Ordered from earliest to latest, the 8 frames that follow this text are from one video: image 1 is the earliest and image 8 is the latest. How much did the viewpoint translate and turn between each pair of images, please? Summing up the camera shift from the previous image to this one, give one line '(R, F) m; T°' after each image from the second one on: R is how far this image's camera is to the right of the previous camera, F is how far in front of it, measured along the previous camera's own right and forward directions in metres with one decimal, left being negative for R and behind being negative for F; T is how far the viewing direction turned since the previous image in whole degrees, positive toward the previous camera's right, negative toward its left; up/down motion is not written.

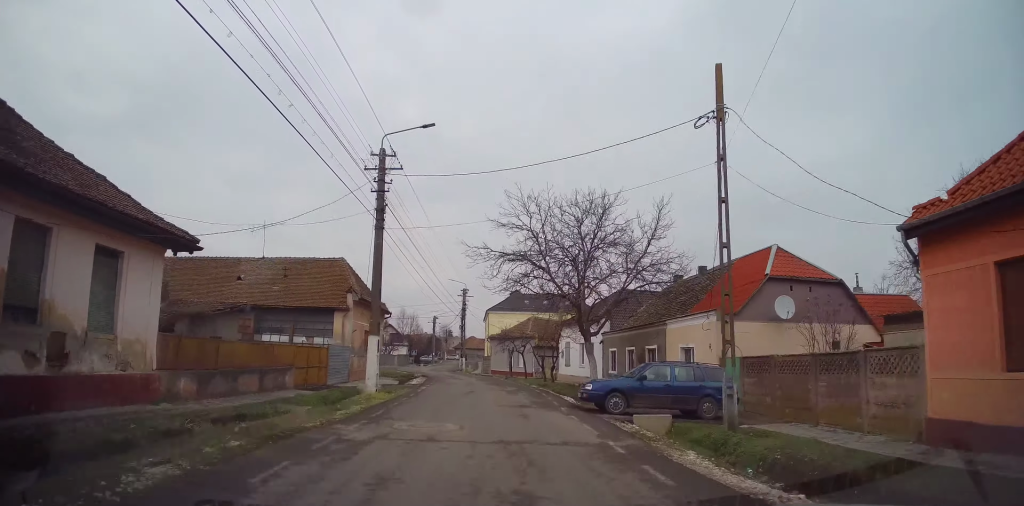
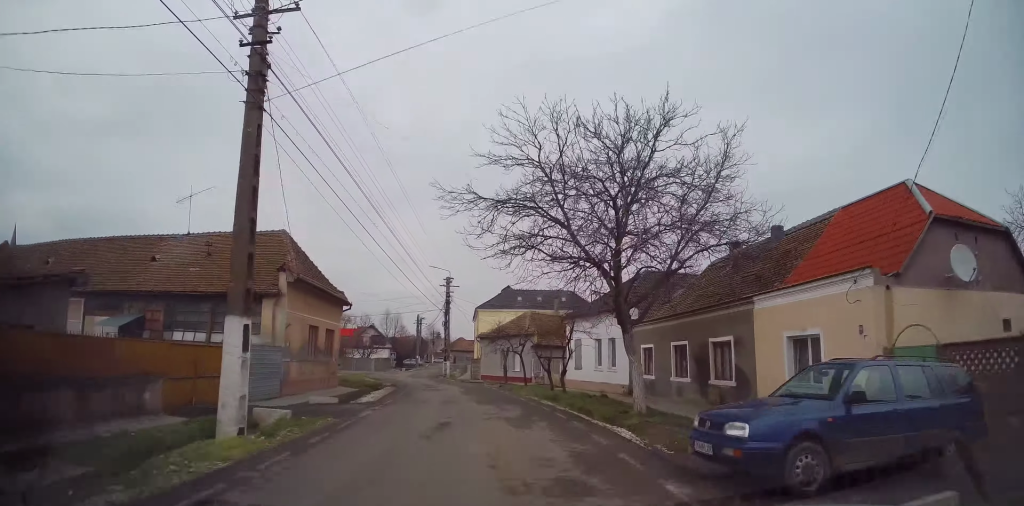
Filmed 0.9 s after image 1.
(0.0, +8.7) m; 0°
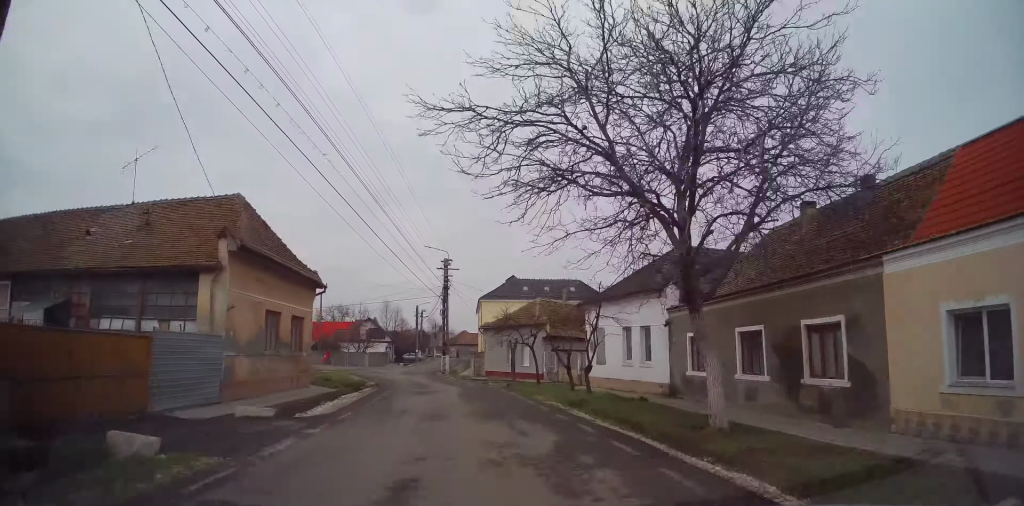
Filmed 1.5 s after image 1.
(0.0, +5.6) m; 0°
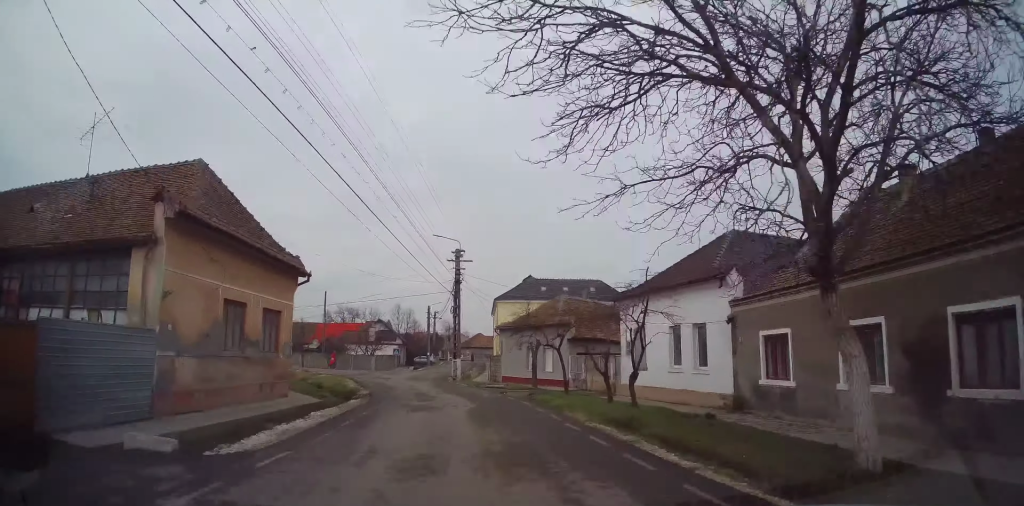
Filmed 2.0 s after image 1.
(0.0, +4.3) m; -1°
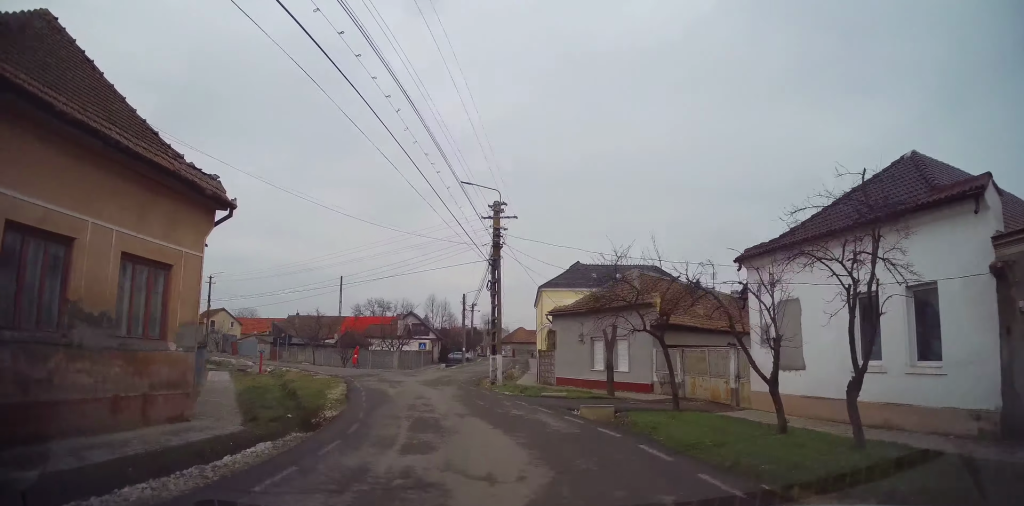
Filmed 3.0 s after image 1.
(-0.2, +9.3) m; -3°
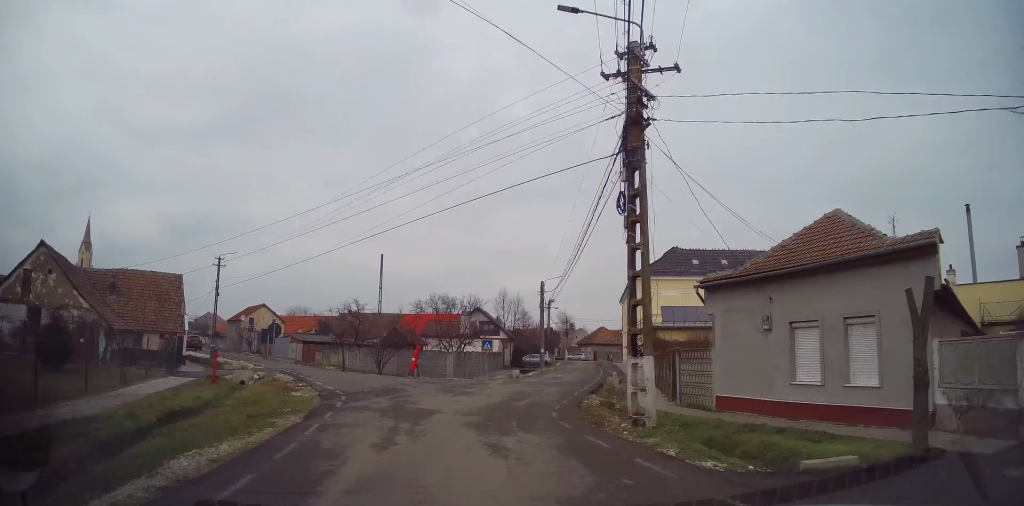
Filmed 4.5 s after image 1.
(-0.5, +12.7) m; -5°
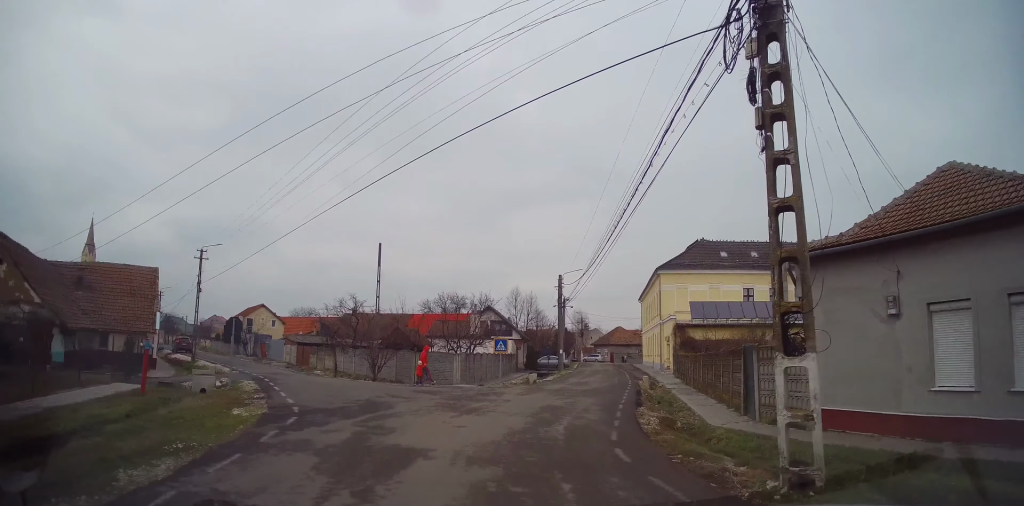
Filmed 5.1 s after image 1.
(-0.1, +4.8) m; -2°
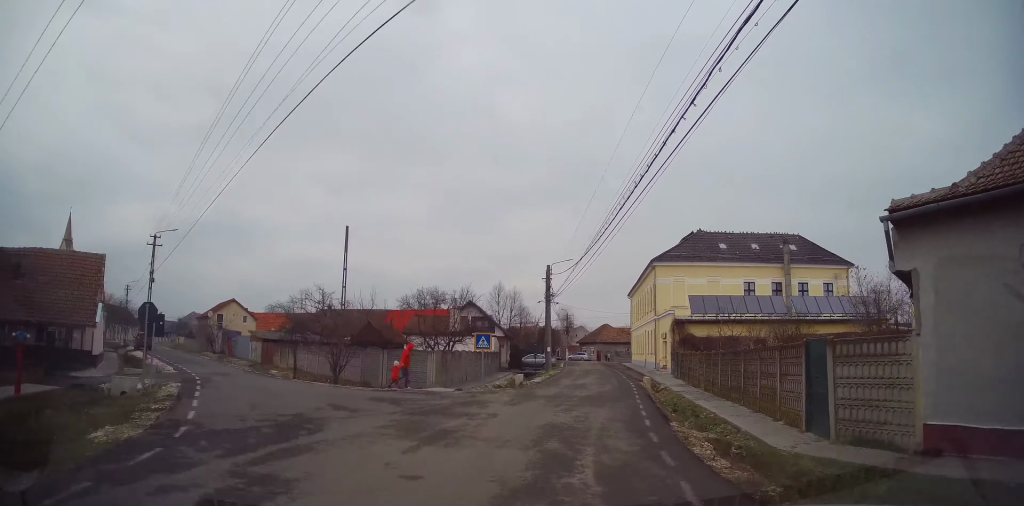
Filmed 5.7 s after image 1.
(-0.1, +4.3) m; -1°
